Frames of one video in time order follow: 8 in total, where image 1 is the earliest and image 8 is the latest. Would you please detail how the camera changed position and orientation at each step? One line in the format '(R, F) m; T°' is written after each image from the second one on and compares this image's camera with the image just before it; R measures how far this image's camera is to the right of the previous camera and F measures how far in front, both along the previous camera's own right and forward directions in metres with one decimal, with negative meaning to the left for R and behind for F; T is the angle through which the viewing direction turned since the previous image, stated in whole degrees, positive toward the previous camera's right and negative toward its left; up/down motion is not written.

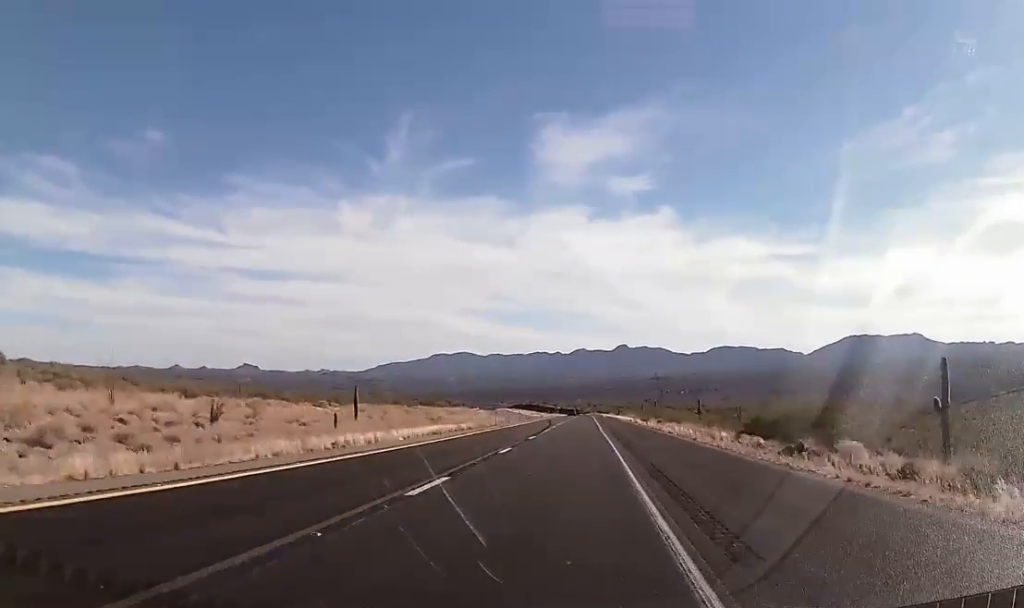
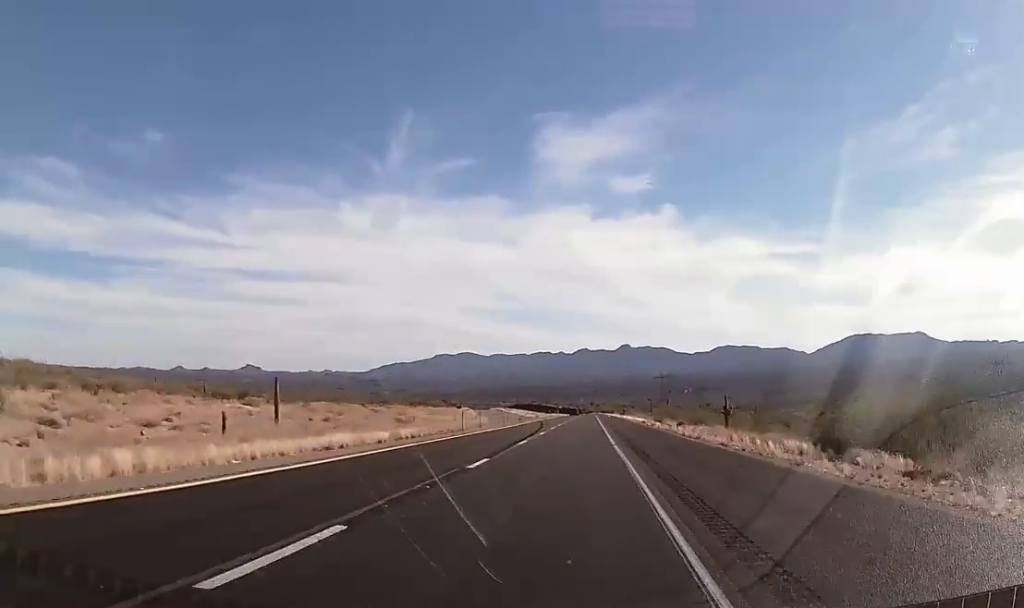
(+0.1, +19.0) m; 0°
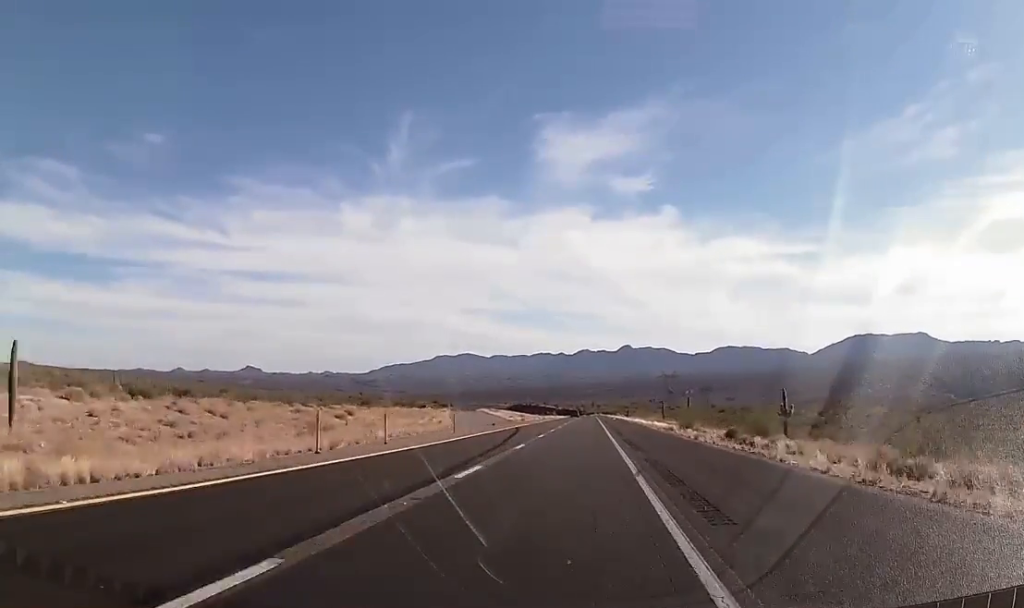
(-0.2, +27.9) m; 0°
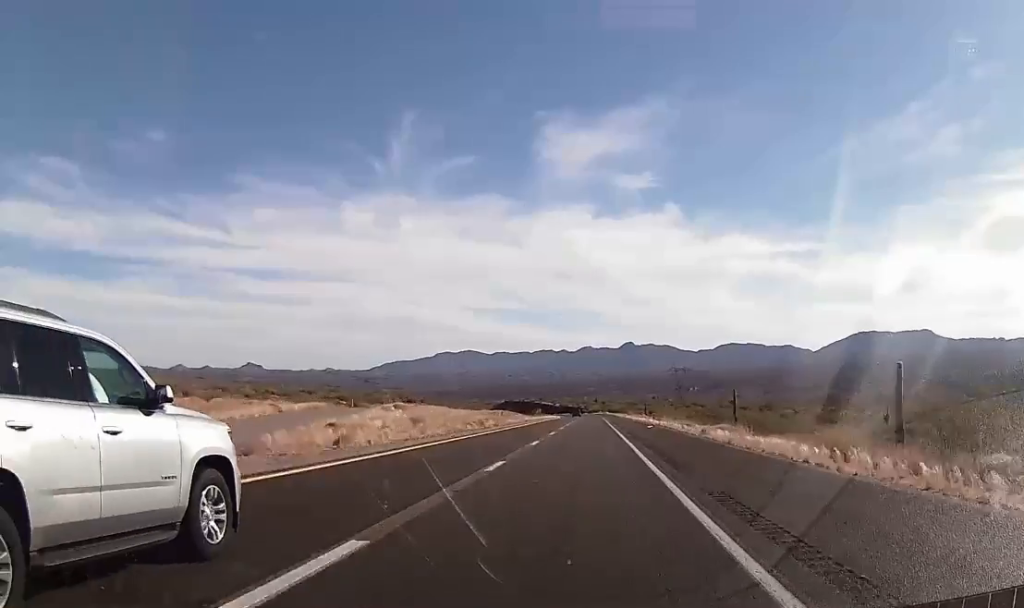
(+0.6, +71.9) m; +1°
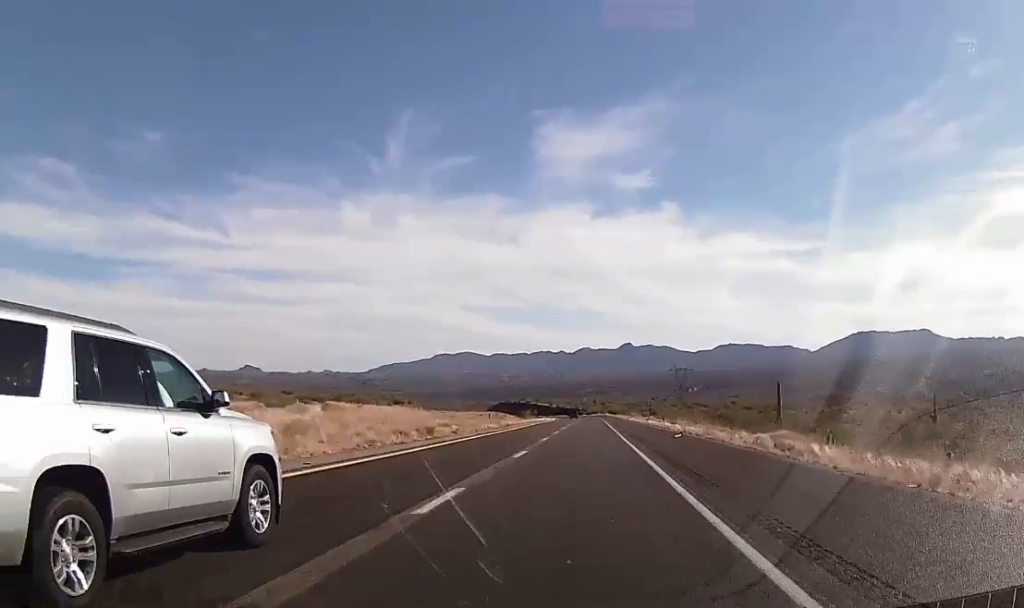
(-0.1, +18.9) m; 0°
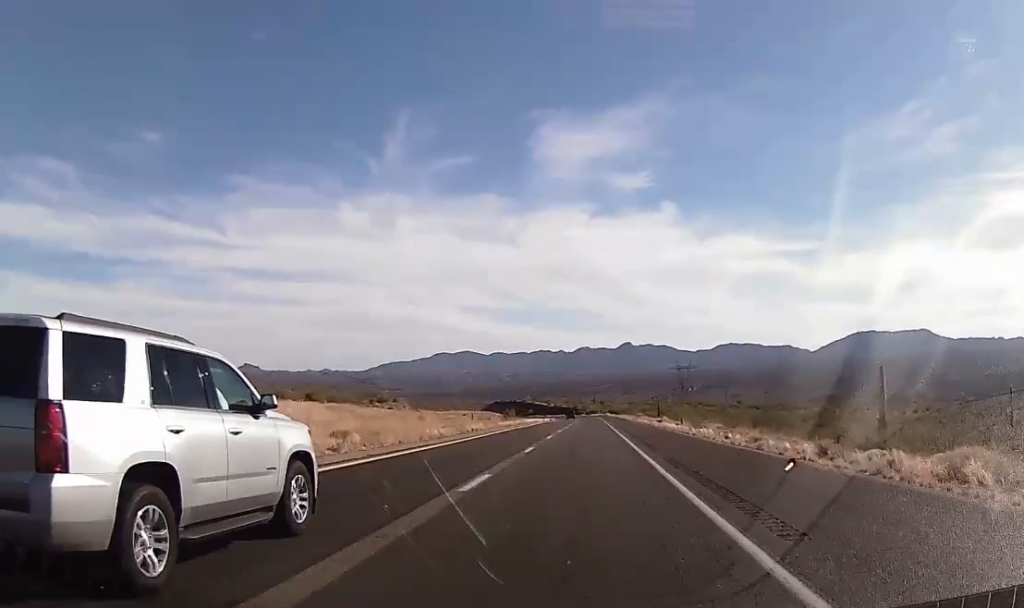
(-0.2, +21.5) m; 0°
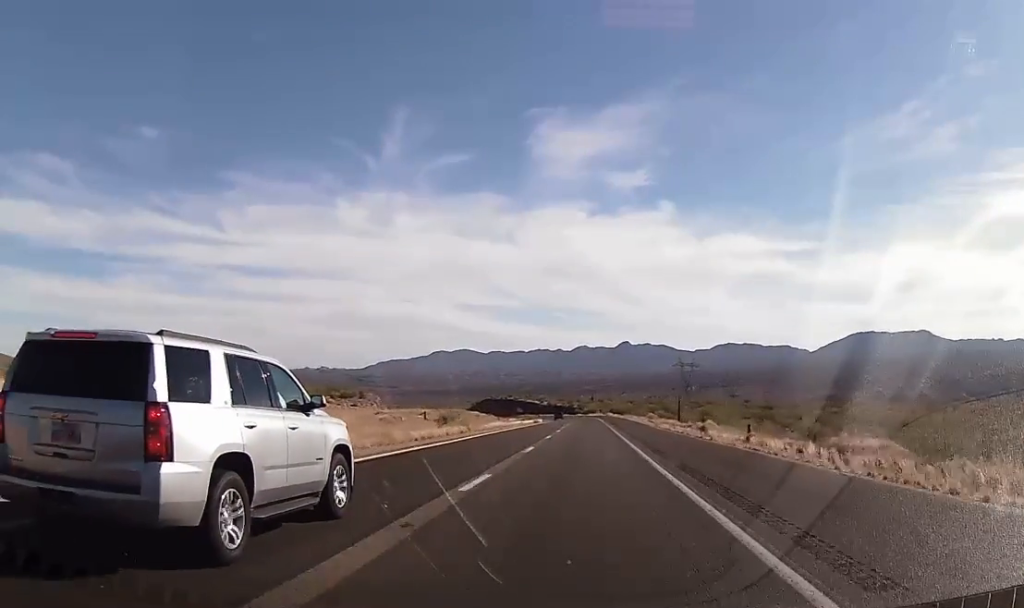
(-0.1, +36.8) m; 0°
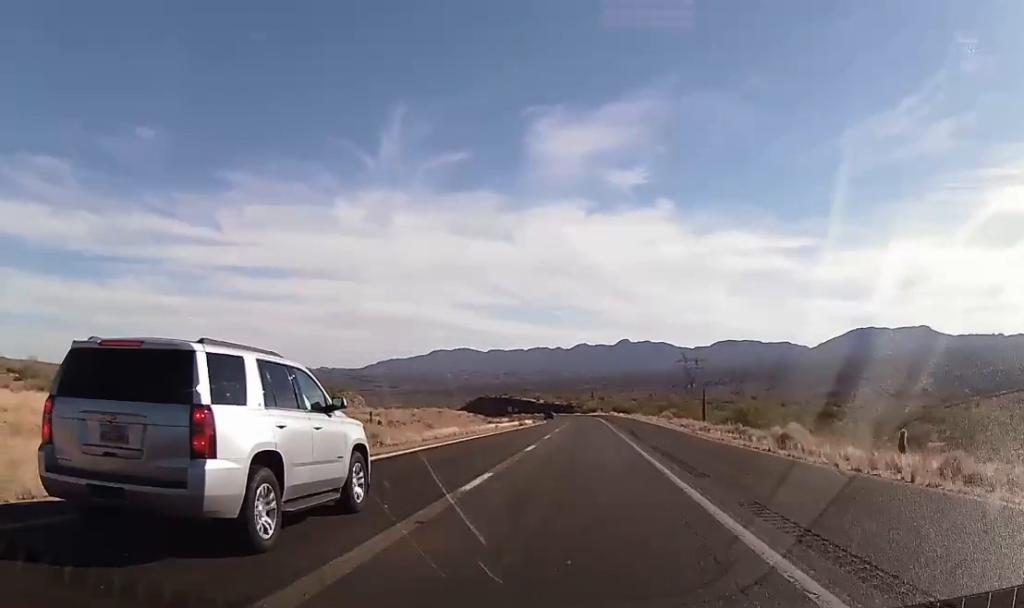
(+0.2, +24.1) m; 0°
